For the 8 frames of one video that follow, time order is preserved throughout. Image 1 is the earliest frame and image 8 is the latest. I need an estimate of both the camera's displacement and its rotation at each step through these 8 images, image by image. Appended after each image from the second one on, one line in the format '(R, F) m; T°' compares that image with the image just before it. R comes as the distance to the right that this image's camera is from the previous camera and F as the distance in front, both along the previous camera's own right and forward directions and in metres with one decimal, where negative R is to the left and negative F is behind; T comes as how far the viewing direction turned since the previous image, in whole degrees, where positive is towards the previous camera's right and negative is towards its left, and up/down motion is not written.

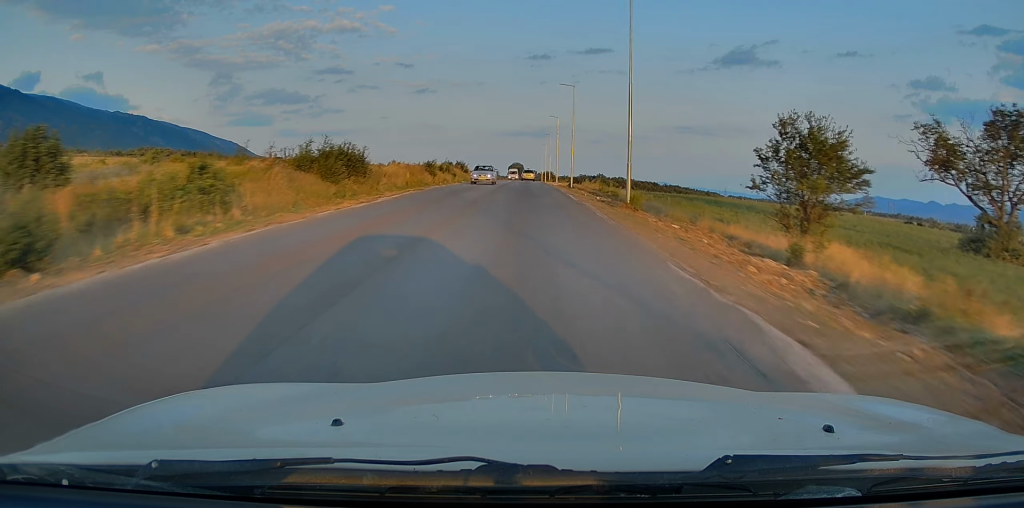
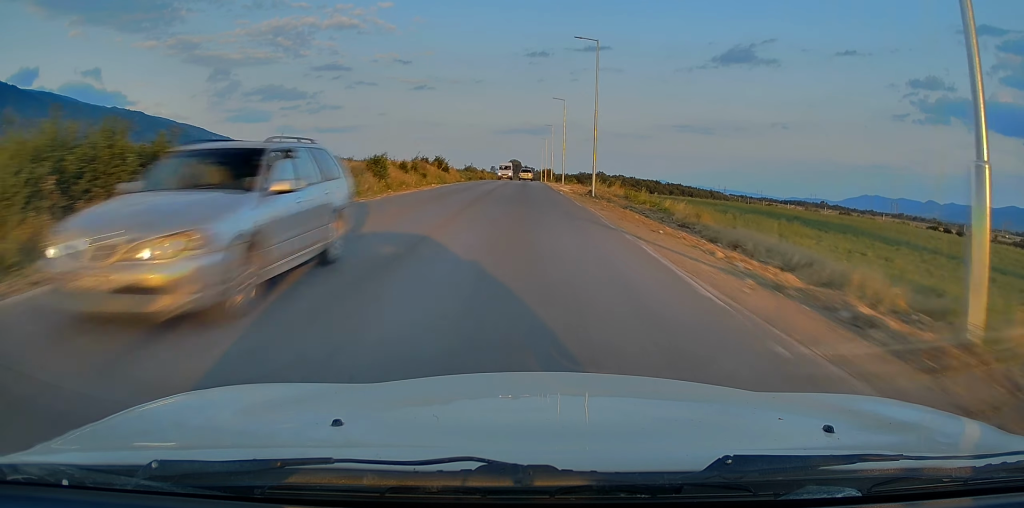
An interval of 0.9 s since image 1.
(-0.1, +19.0) m; 0°
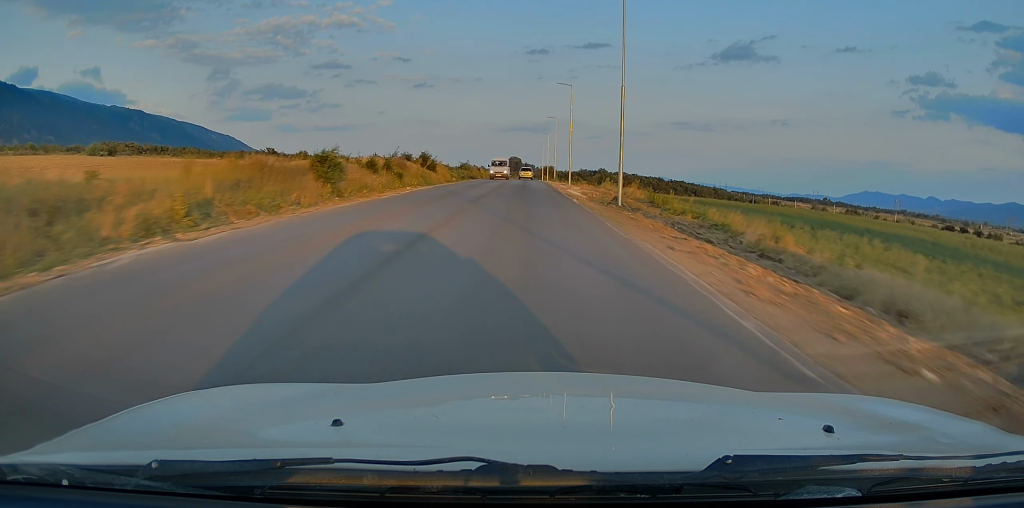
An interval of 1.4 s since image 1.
(+0.1, +9.9) m; 0°
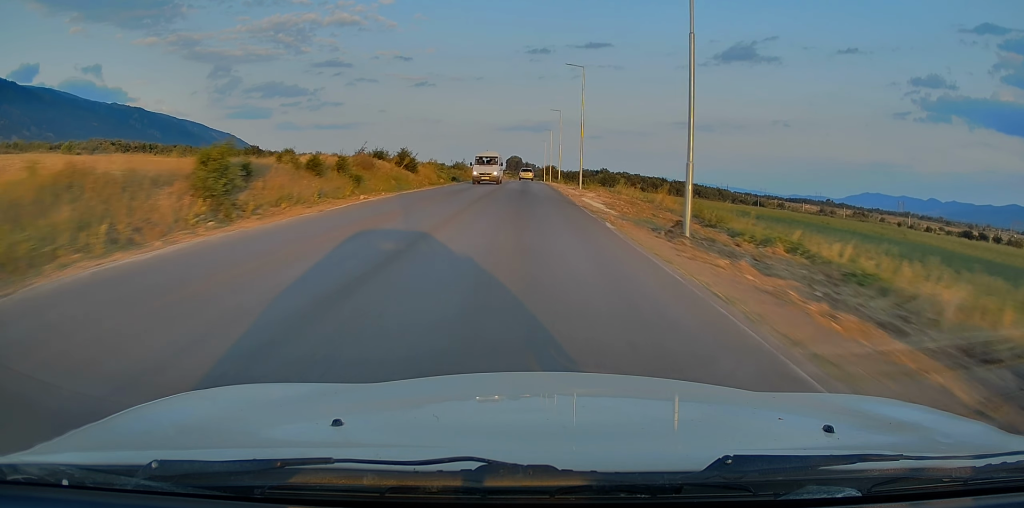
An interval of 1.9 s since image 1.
(-0.1, +10.6) m; 0°
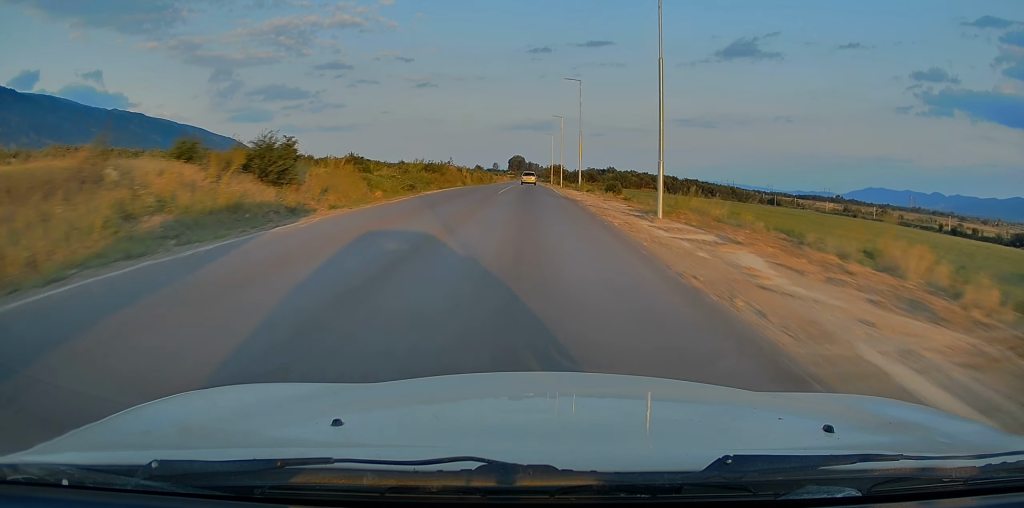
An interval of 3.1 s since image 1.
(-0.1, +26.4) m; 0°
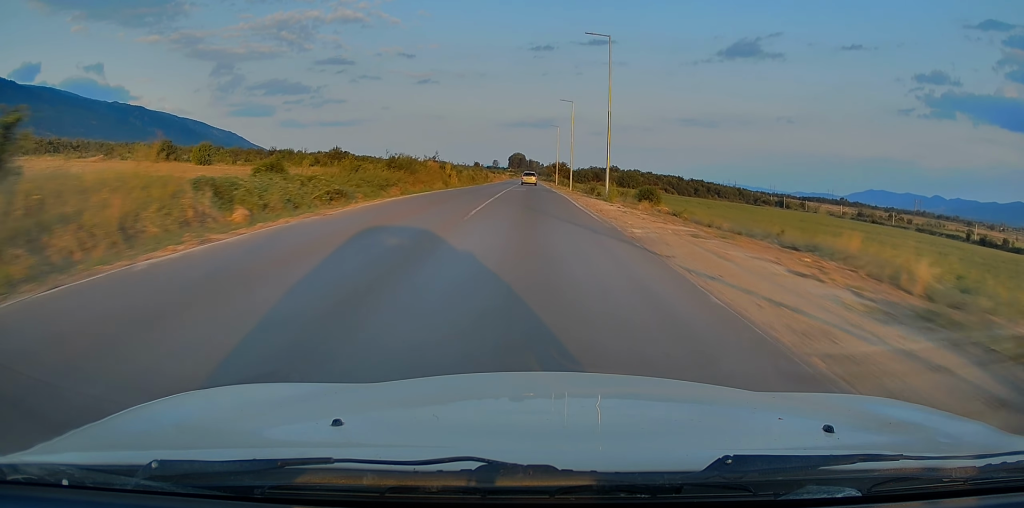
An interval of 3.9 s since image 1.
(0.0, +16.5) m; 0°
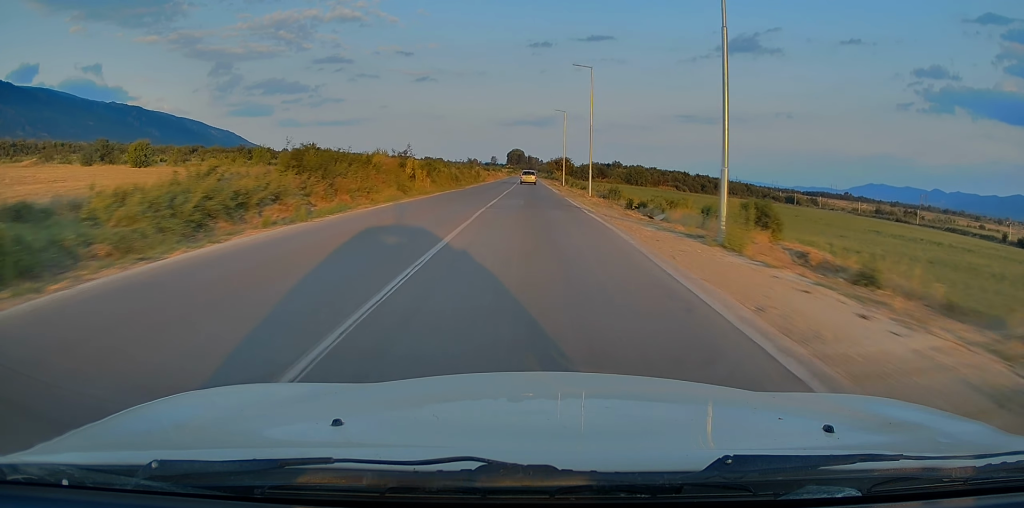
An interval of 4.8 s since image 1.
(+0.1, +19.4) m; 0°
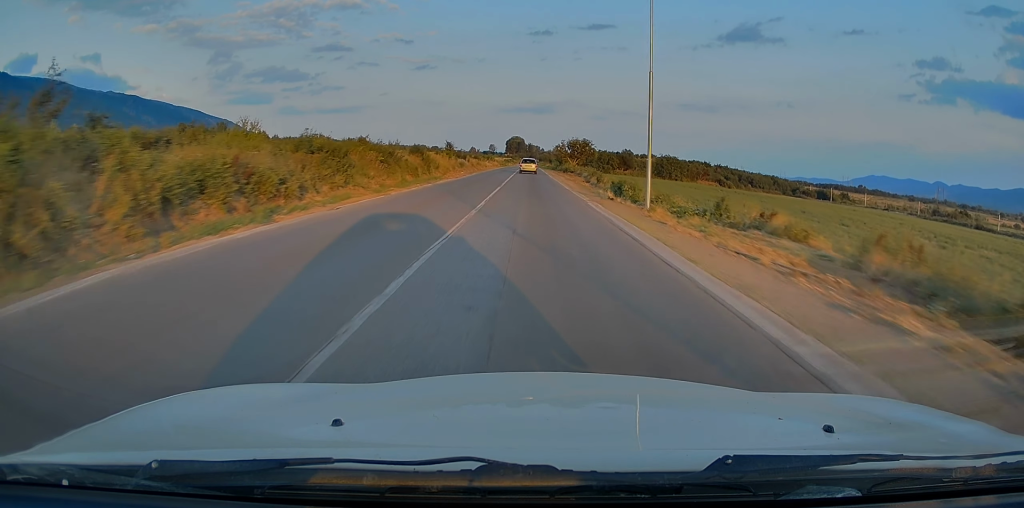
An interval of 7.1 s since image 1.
(+0.1, +51.2) m; 0°
